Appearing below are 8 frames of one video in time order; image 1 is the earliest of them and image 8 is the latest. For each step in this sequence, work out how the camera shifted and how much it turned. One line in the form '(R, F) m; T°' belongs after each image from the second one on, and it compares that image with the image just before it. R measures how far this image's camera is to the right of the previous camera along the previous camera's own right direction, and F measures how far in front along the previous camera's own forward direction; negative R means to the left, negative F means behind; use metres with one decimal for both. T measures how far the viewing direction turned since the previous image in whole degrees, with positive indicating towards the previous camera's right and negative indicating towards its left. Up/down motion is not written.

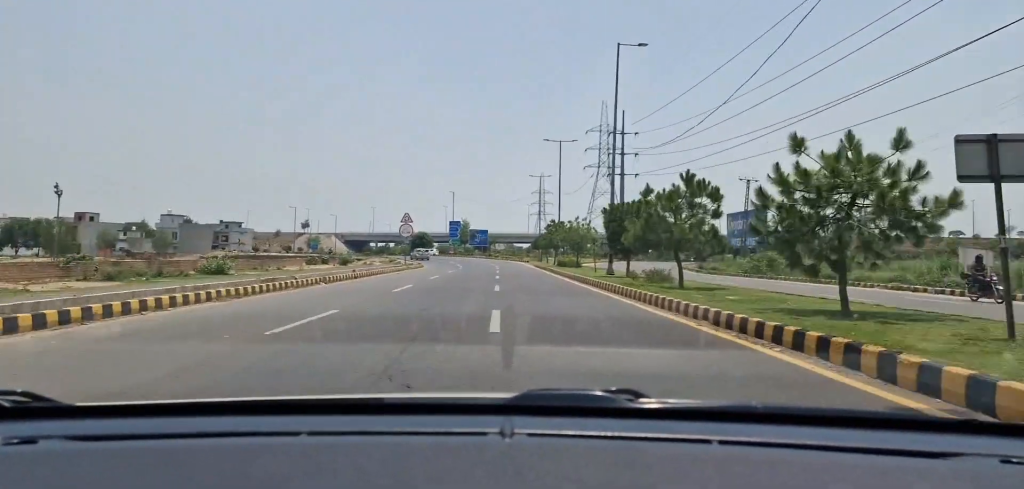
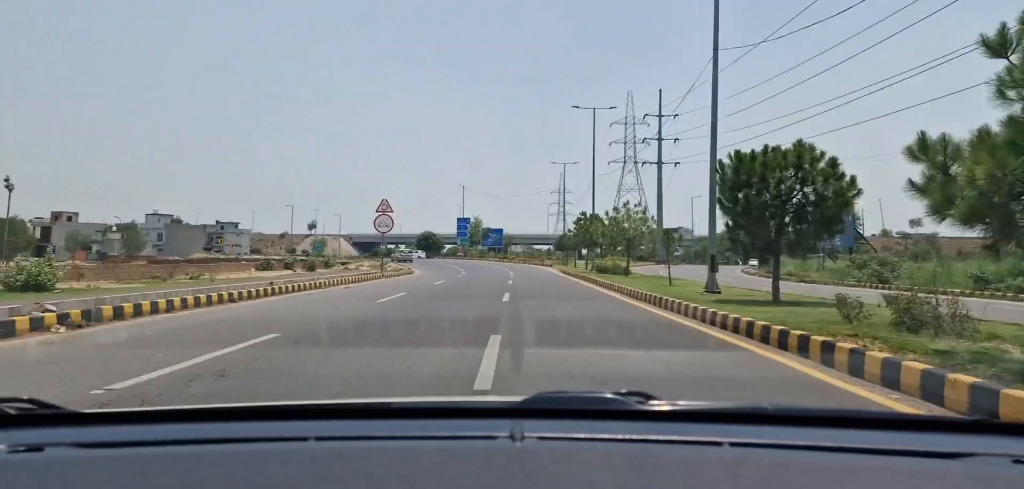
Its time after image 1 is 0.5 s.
(+0.4, +15.4) m; -1°
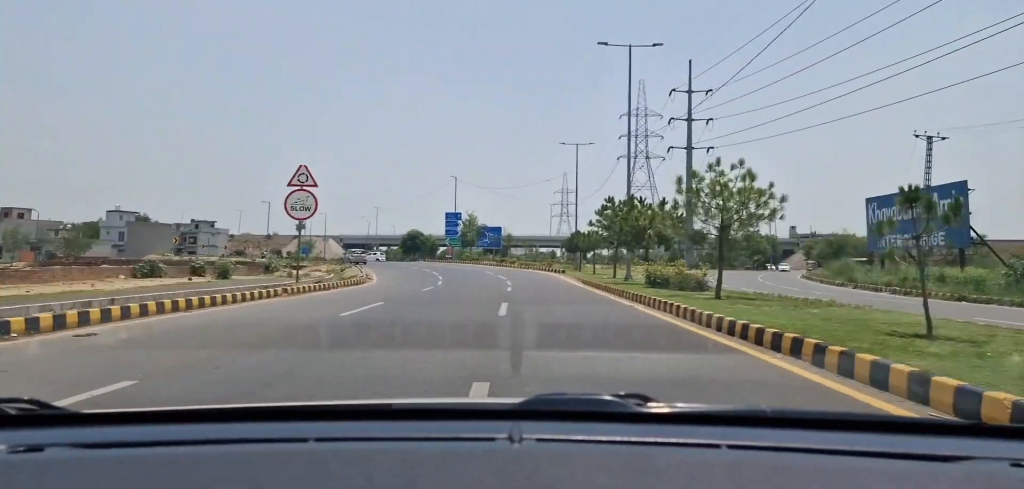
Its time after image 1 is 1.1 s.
(-0.2, +16.3) m; -3°
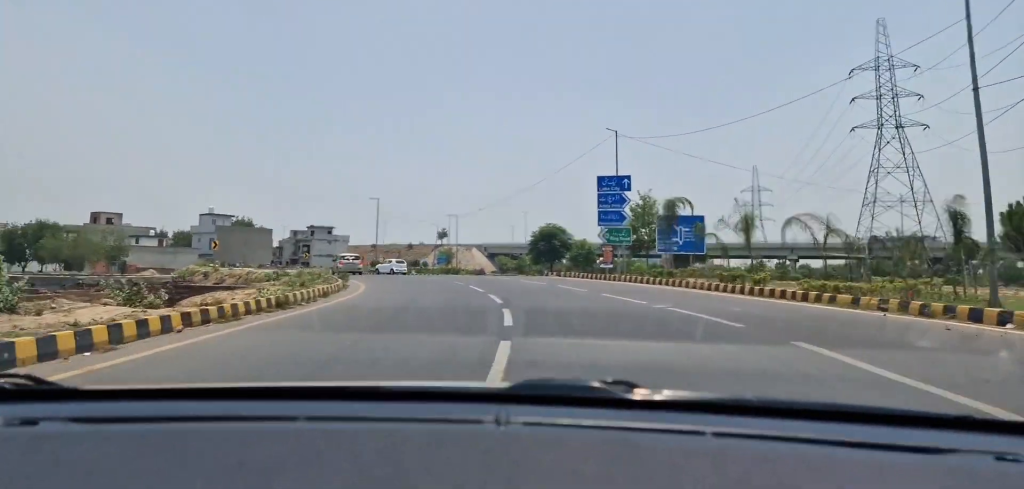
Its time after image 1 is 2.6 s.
(-4.1, +37.0) m; -14°
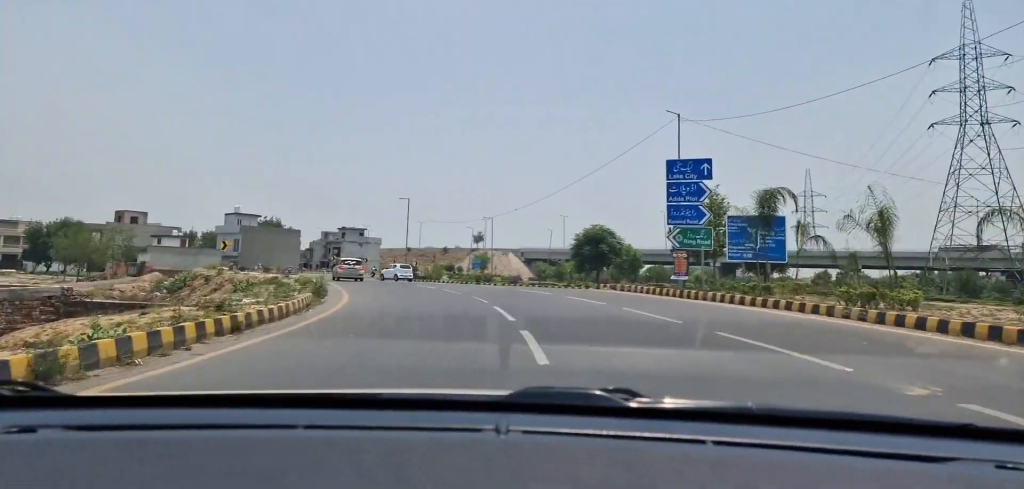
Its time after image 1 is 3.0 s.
(-0.4, +8.3) m; -4°
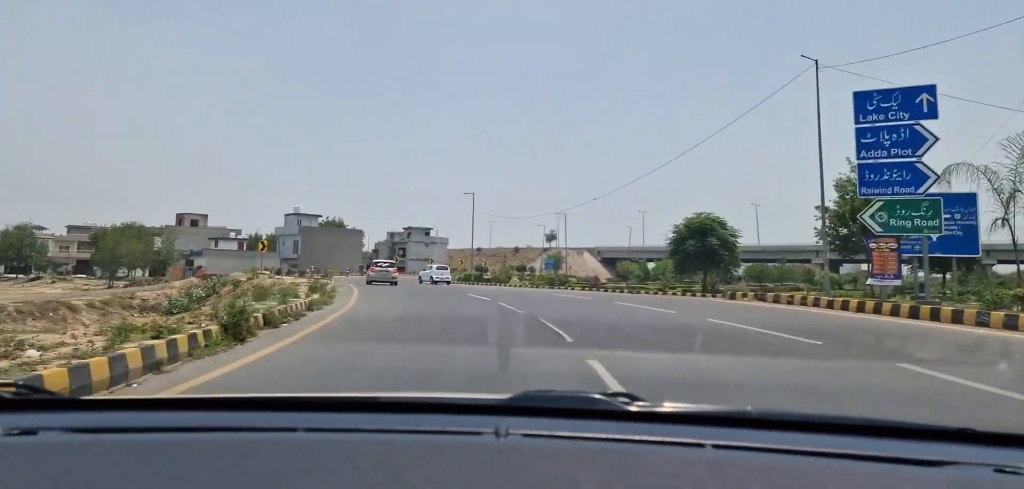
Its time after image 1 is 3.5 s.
(-0.1, +9.6) m; -4°
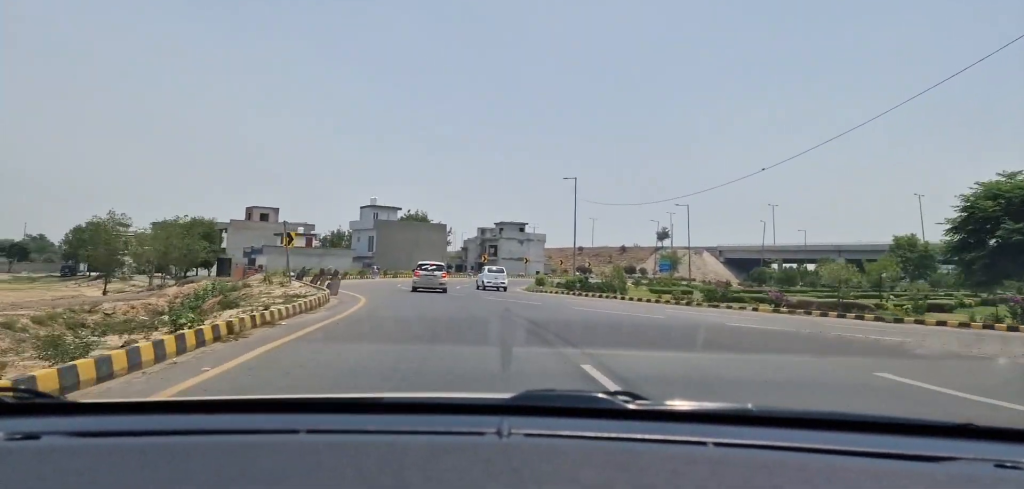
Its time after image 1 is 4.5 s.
(-1.4, +16.8) m; -9°
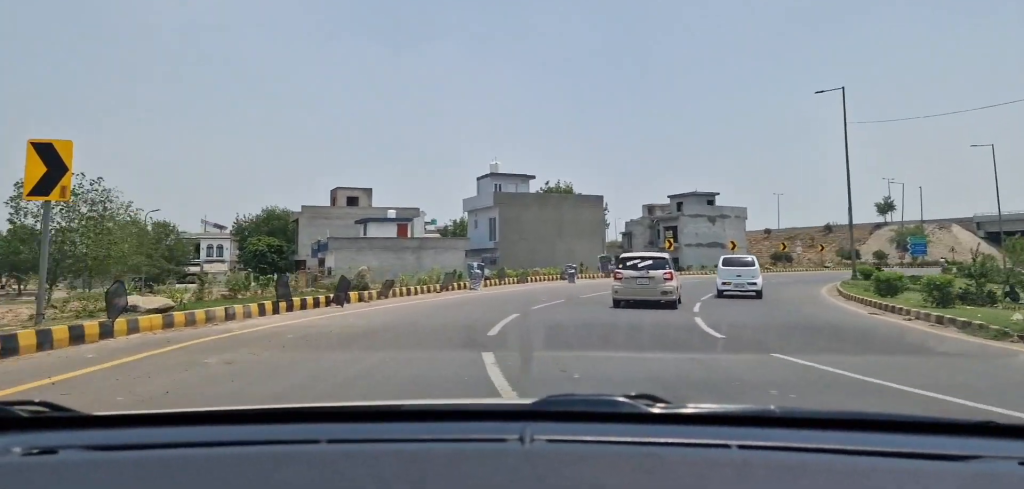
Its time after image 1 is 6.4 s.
(-4.2, +31.2) m; -9°
